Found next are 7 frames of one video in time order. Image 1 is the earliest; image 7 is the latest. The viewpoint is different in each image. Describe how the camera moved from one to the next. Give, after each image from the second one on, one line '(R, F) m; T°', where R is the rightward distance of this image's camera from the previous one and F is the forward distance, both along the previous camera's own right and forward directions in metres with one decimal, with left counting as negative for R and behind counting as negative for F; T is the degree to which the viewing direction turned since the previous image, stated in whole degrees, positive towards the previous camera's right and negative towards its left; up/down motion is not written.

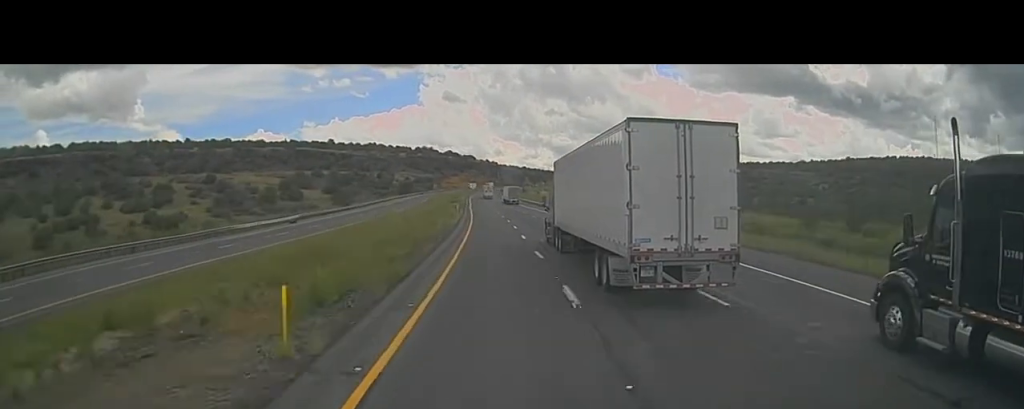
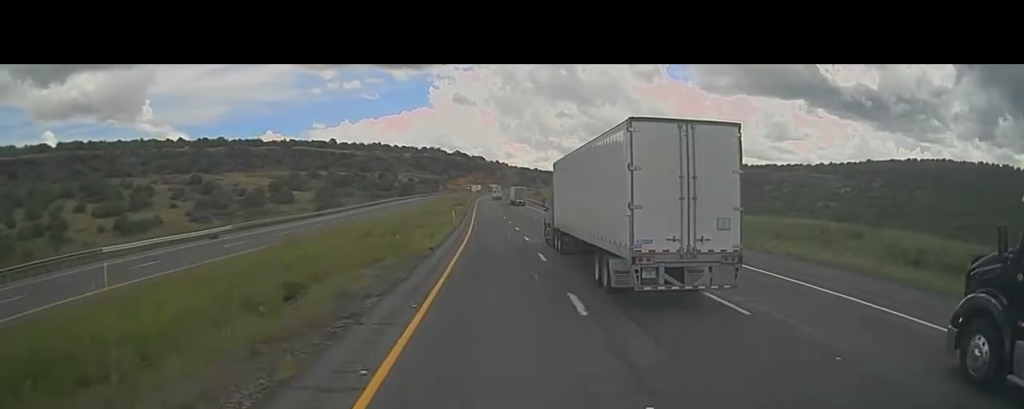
(-0.9, +24.6) m; -1°
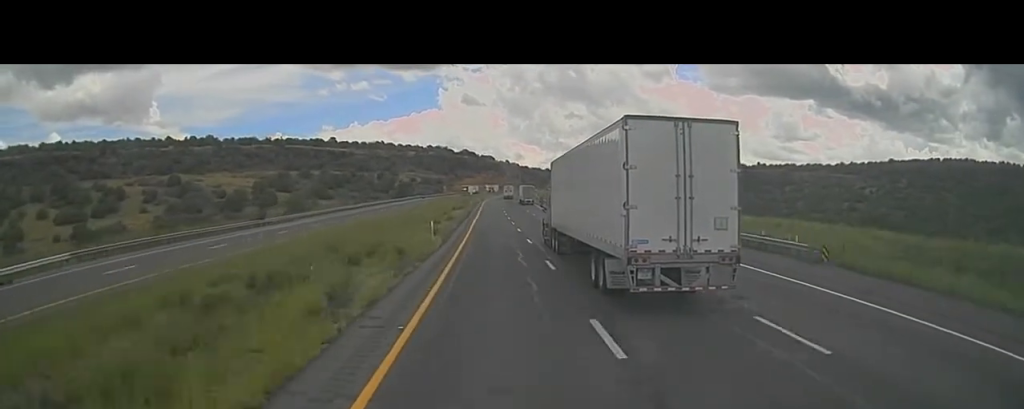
(+0.3, +27.0) m; 0°
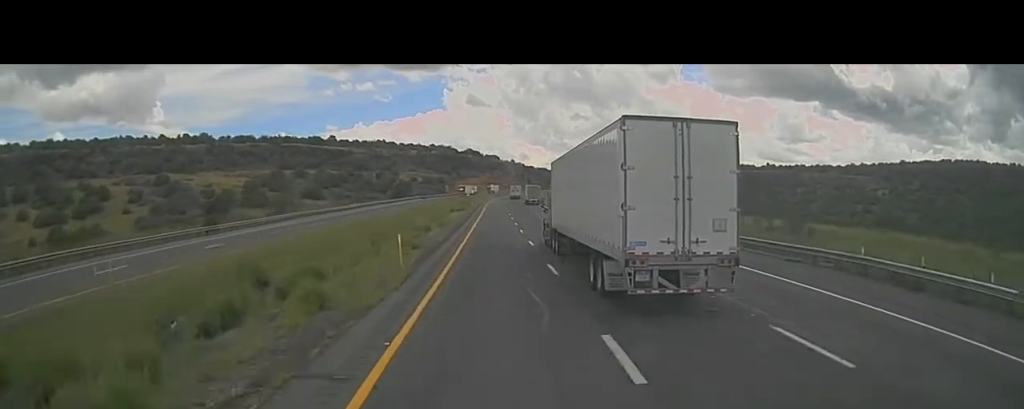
(-0.2, +13.1) m; -1°
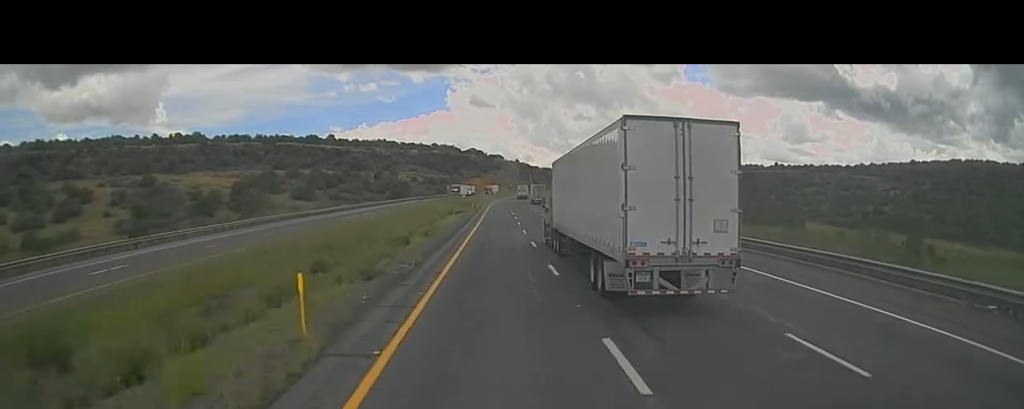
(0.0, +12.3) m; 0°
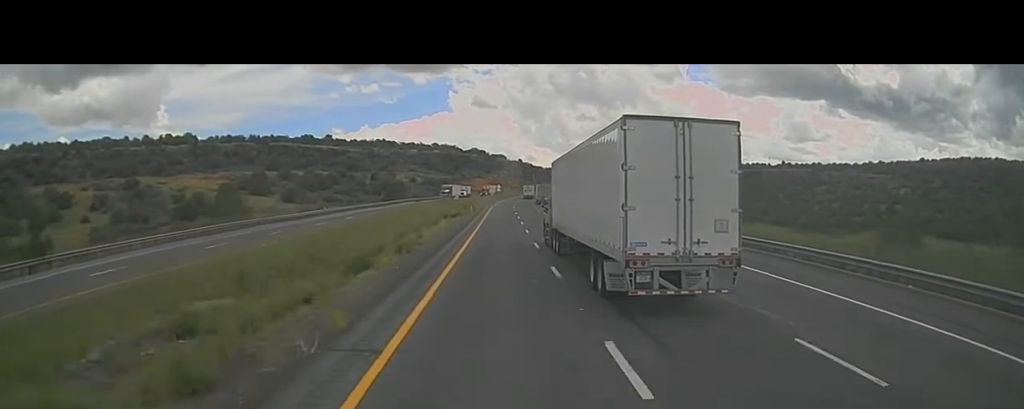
(0.0, +13.1) m; 0°
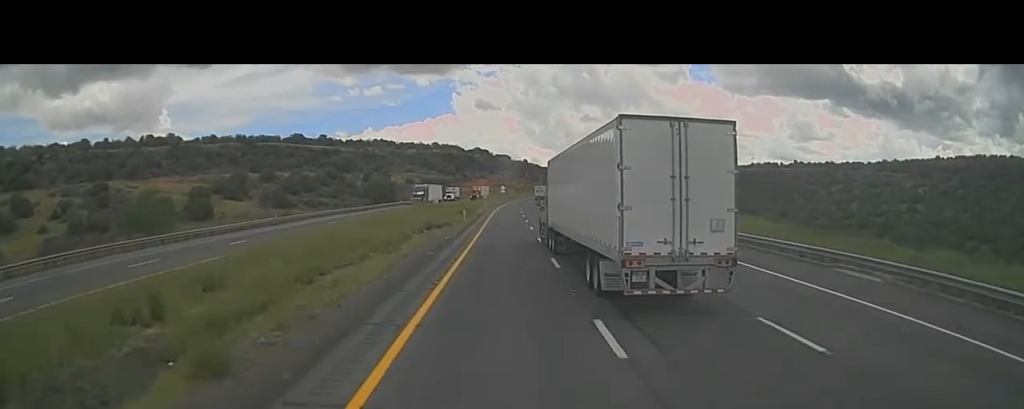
(0.0, +21.3) m; 0°
